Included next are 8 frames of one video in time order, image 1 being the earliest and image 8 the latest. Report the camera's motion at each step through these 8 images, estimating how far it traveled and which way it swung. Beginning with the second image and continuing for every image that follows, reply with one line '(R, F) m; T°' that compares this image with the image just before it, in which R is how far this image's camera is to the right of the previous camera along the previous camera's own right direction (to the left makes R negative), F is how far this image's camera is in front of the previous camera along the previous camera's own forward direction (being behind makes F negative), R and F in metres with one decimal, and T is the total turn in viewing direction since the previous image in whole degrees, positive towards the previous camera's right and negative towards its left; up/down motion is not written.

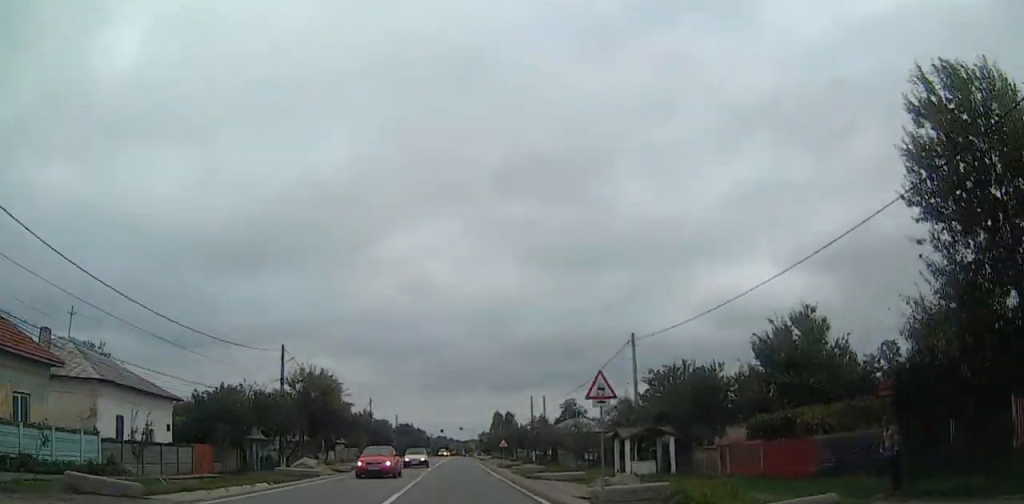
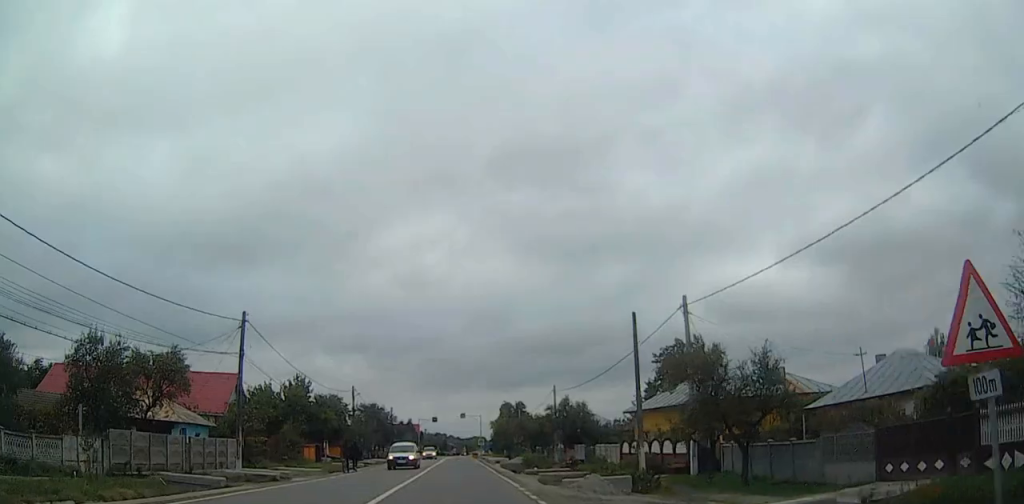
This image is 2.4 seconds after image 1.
(+0.6, +52.0) m; +1°
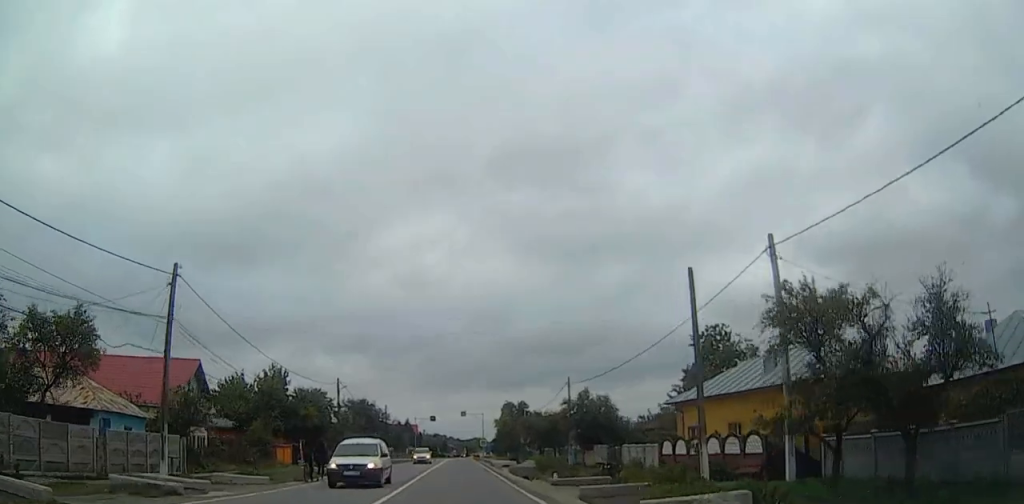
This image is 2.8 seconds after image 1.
(0.0, +9.4) m; 0°
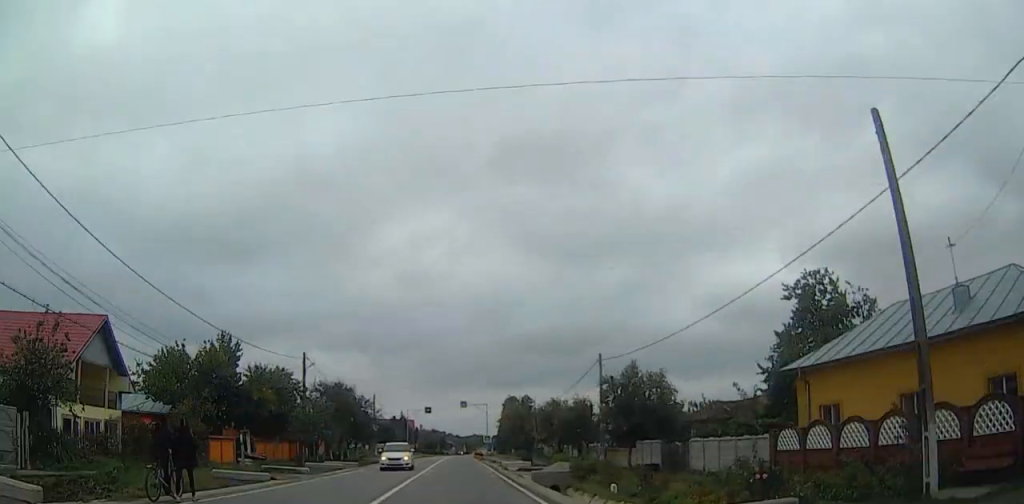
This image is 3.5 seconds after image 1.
(-0.1, +14.6) m; 0°
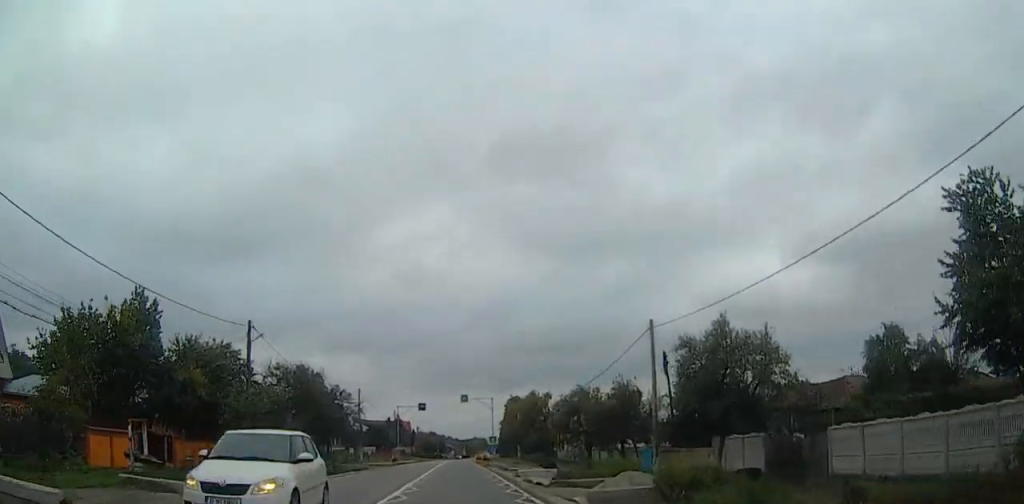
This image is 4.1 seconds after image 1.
(0.0, +14.0) m; 0°
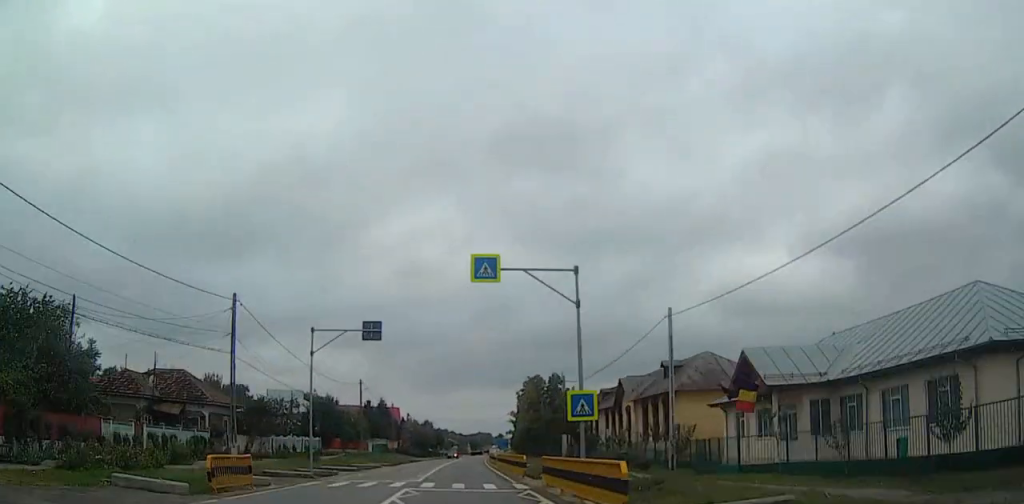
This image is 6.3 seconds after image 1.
(-0.1, +47.3) m; 0°
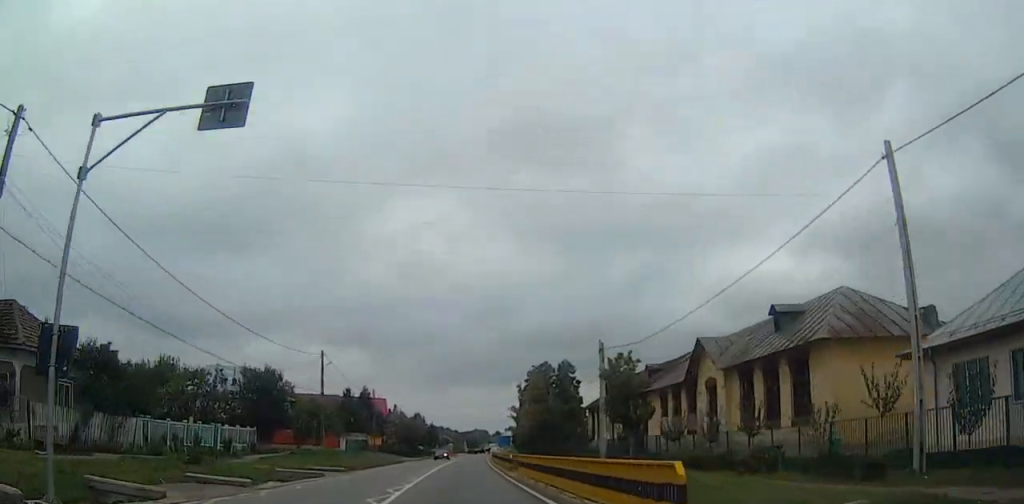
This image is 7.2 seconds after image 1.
(+0.1, +20.4) m; 0°
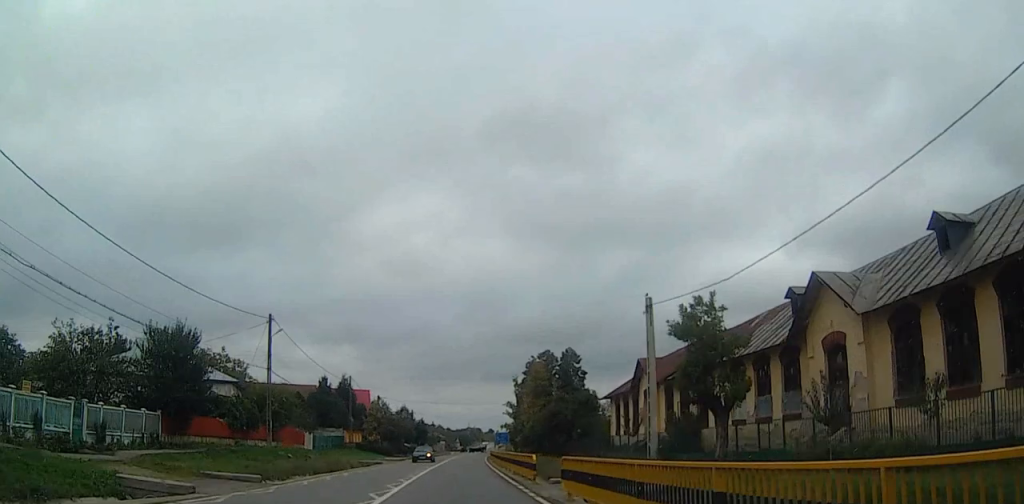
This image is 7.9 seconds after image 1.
(0.0, +14.3) m; 0°
